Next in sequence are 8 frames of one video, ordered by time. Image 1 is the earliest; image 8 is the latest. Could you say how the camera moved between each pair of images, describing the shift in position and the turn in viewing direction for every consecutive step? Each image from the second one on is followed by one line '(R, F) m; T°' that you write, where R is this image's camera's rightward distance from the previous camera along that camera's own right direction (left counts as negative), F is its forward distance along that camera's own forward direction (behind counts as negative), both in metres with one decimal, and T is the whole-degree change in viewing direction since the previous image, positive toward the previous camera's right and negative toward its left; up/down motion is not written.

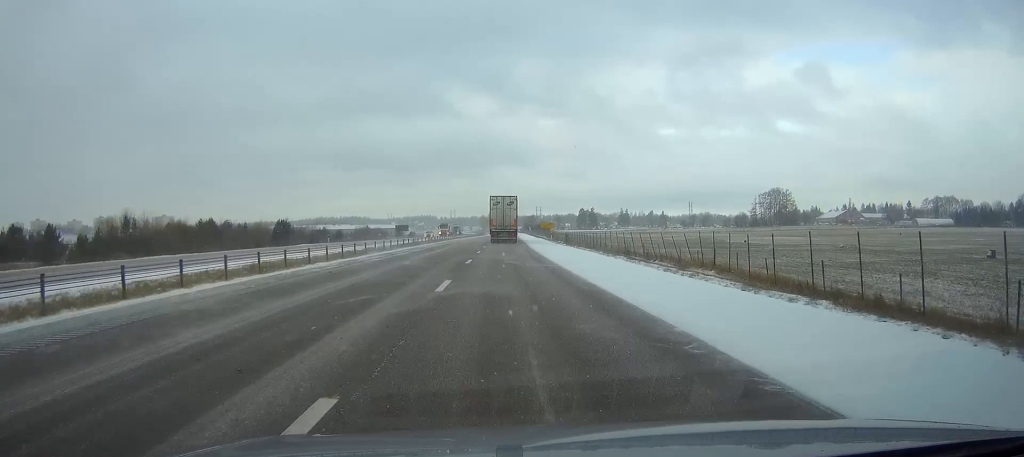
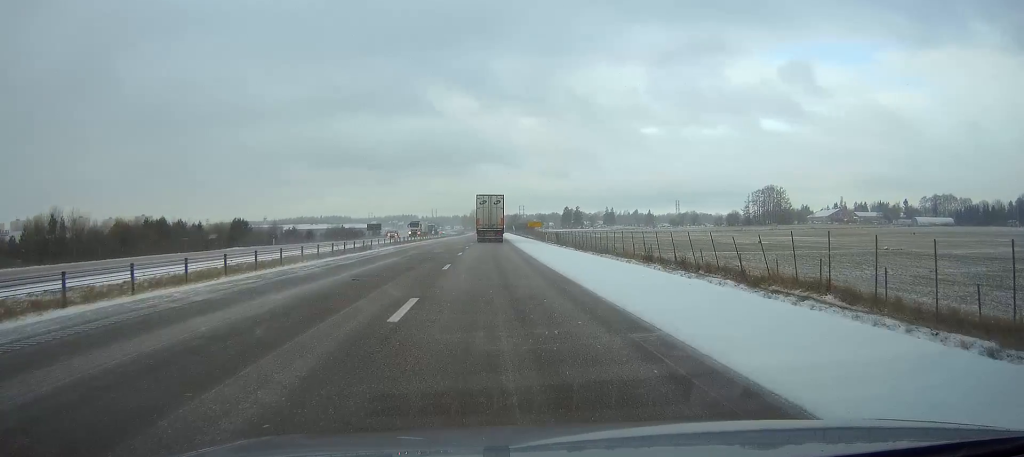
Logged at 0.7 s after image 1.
(+0.1, +16.8) m; +1°
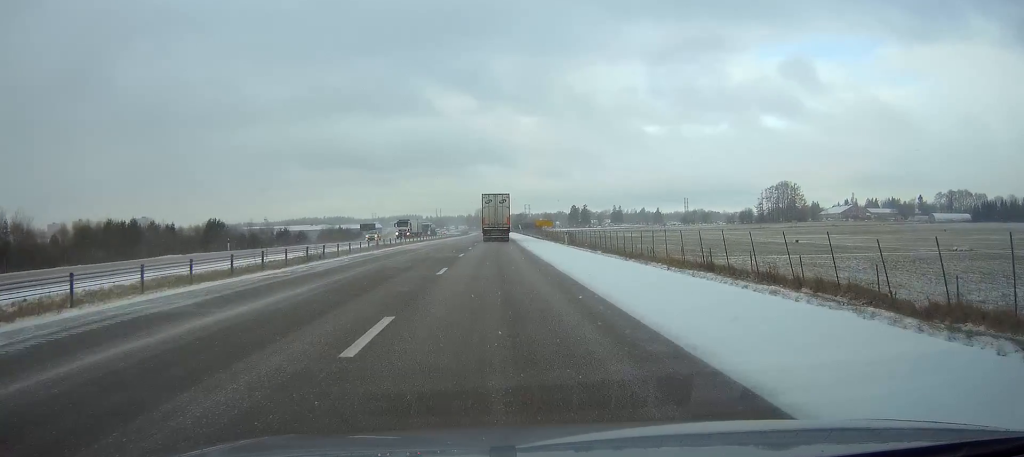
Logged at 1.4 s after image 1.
(+0.1, +14.5) m; +1°
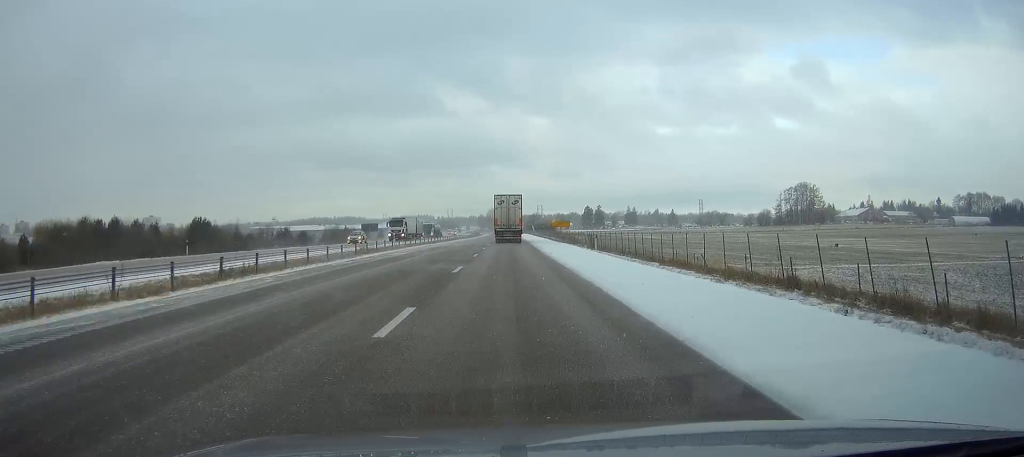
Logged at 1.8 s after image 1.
(+0.1, +10.7) m; 0°
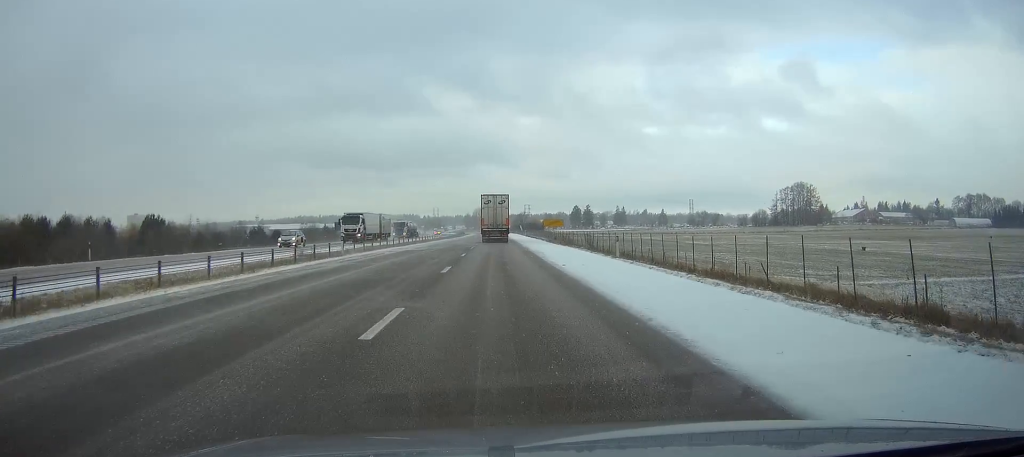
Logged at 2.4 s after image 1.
(0.0, +12.1) m; 0°
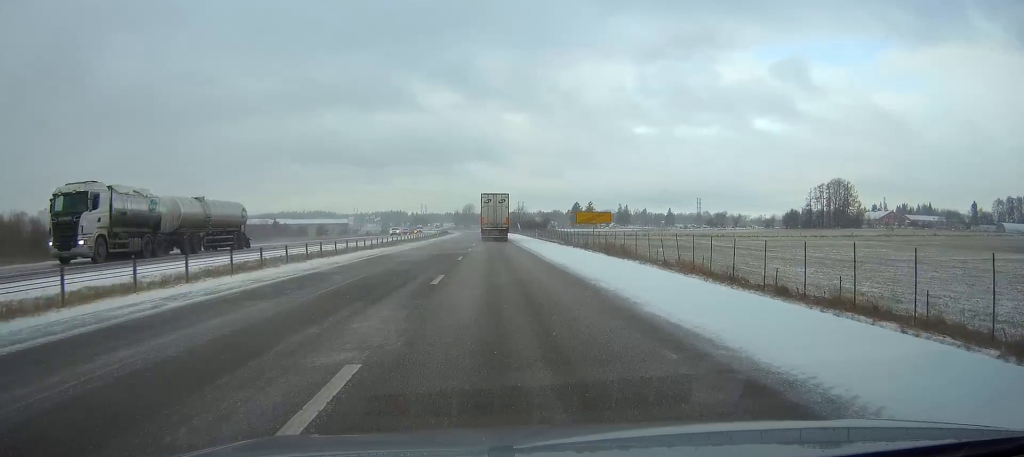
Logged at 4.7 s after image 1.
(-0.2, +52.3) m; 0°
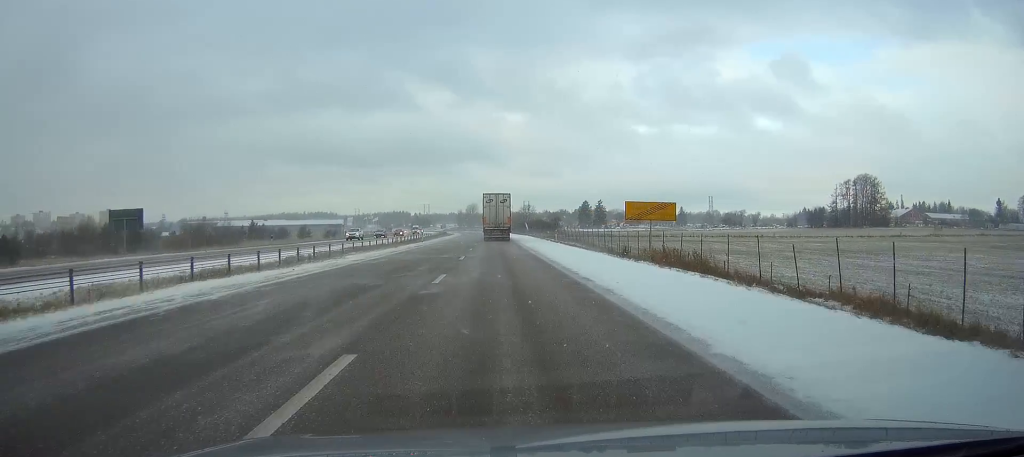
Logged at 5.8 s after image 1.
(+0.1, +23.3) m; 0°
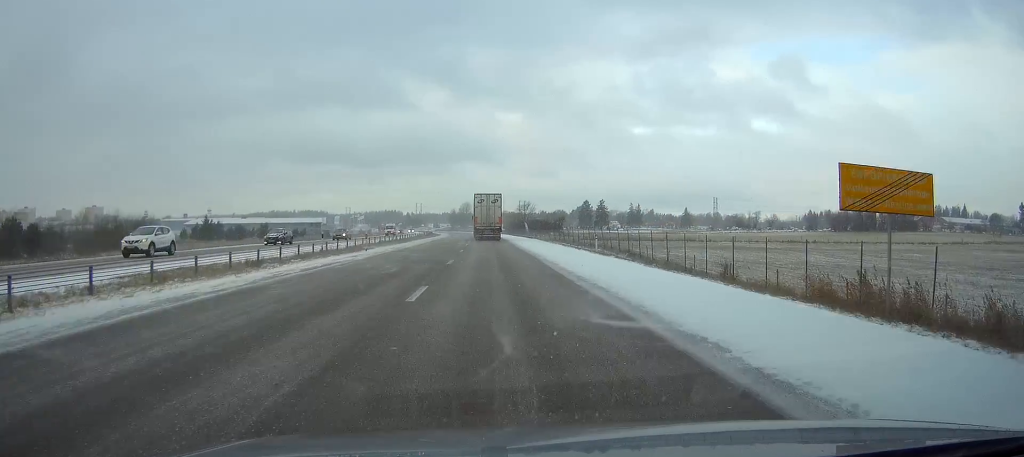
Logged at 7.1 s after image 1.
(-0.1, +28.1) m; 0°
